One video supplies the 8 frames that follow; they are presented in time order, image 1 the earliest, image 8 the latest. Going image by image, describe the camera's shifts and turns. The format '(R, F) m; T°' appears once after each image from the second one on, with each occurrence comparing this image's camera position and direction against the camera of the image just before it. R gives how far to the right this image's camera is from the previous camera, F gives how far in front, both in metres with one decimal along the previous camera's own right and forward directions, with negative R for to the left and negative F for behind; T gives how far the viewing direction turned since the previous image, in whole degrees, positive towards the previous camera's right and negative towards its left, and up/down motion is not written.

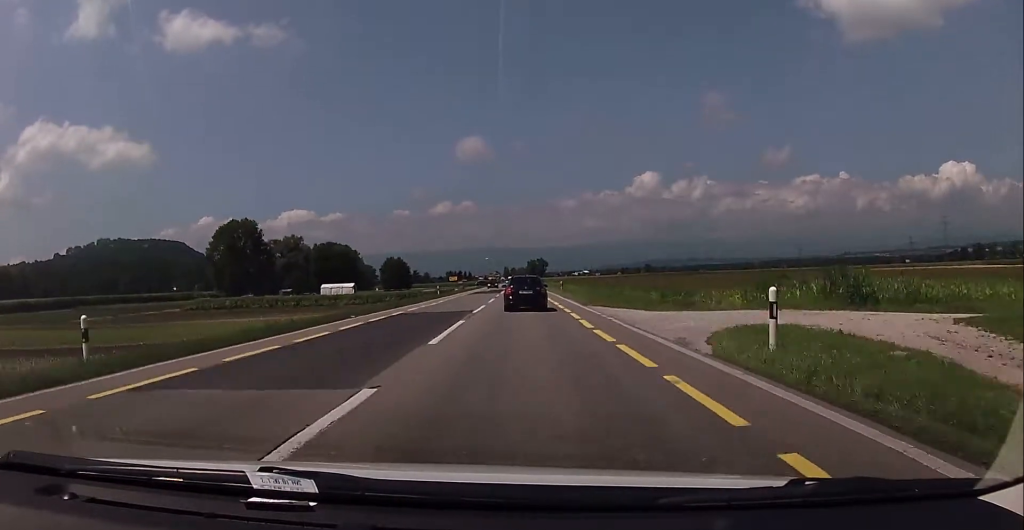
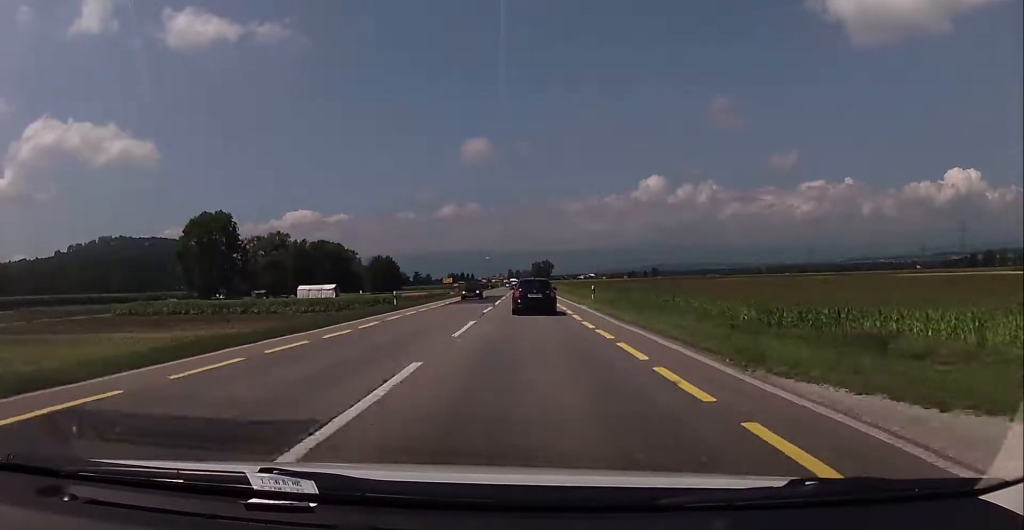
(-0.7, +22.5) m; -2°
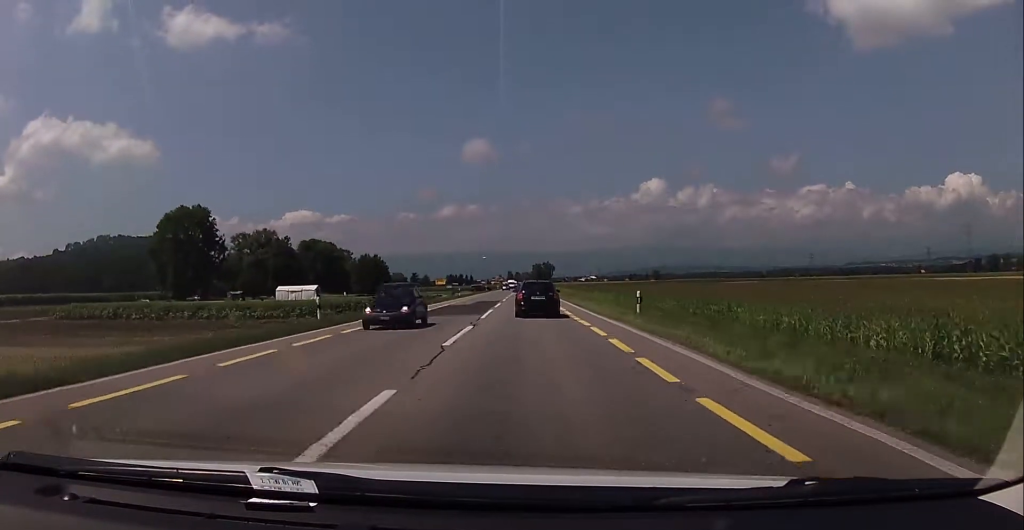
(0.0, +14.5) m; +1°
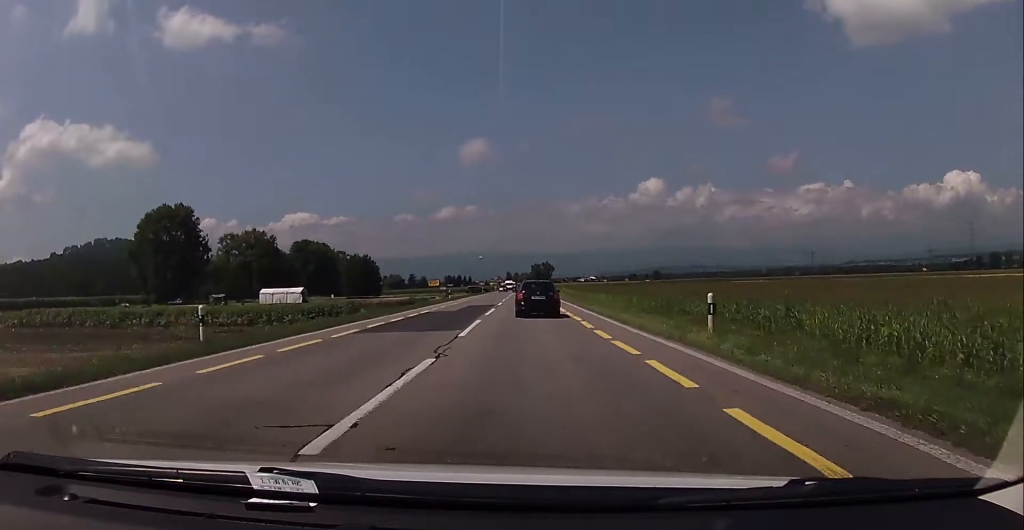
(+0.1, +8.9) m; +1°
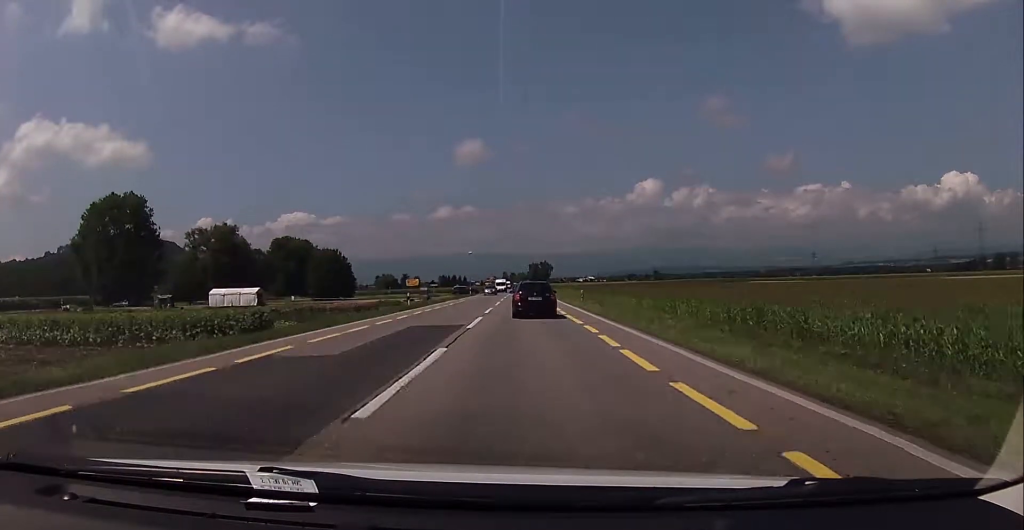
(+0.4, +22.2) m; +1°
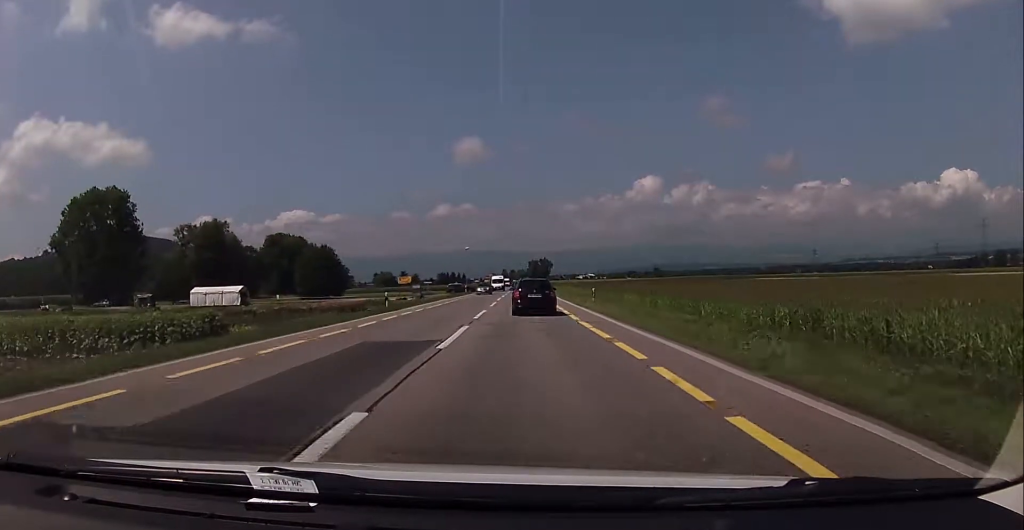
(+0.1, +6.9) m; 0°
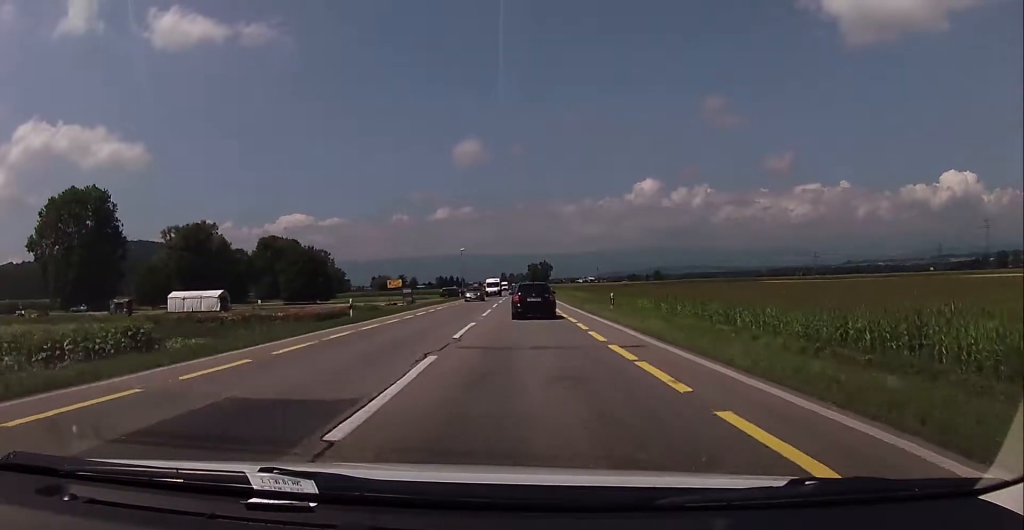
(-0.1, +7.4) m; 0°
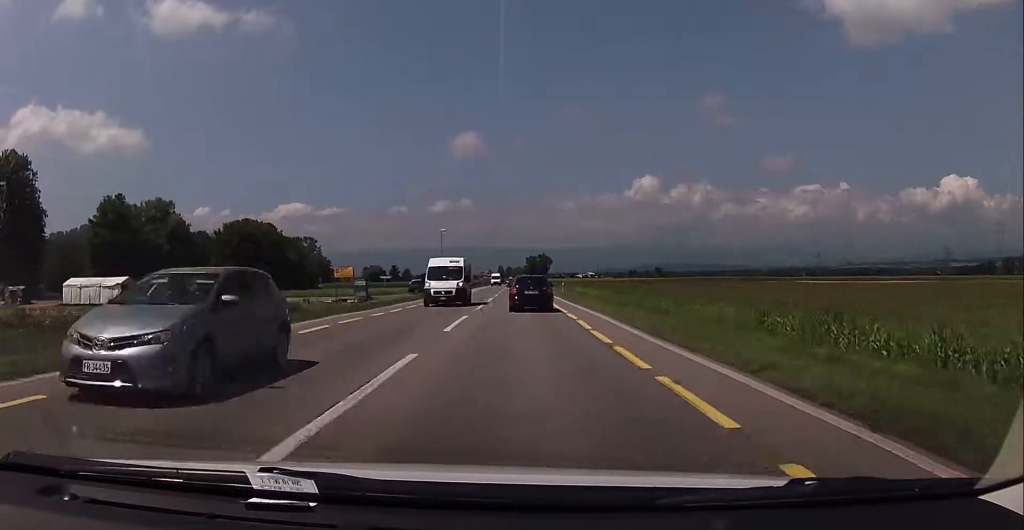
(+0.1, +26.0) m; -1°
